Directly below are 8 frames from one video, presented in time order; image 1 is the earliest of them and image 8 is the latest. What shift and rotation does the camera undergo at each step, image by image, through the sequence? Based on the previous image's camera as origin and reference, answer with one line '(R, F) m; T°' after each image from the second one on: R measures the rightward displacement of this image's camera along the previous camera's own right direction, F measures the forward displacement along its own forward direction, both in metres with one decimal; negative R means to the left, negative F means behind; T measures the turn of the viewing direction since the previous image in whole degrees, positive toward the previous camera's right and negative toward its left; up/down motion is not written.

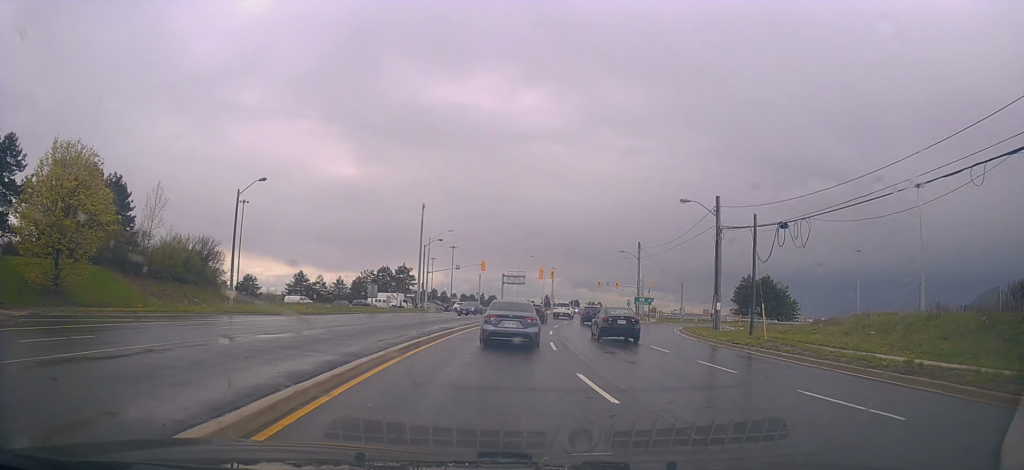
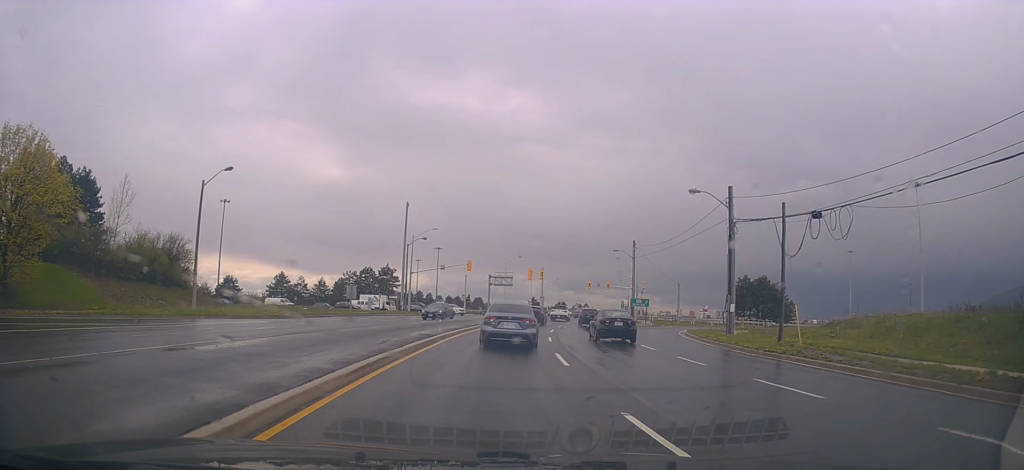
(0.0, +4.2) m; 0°
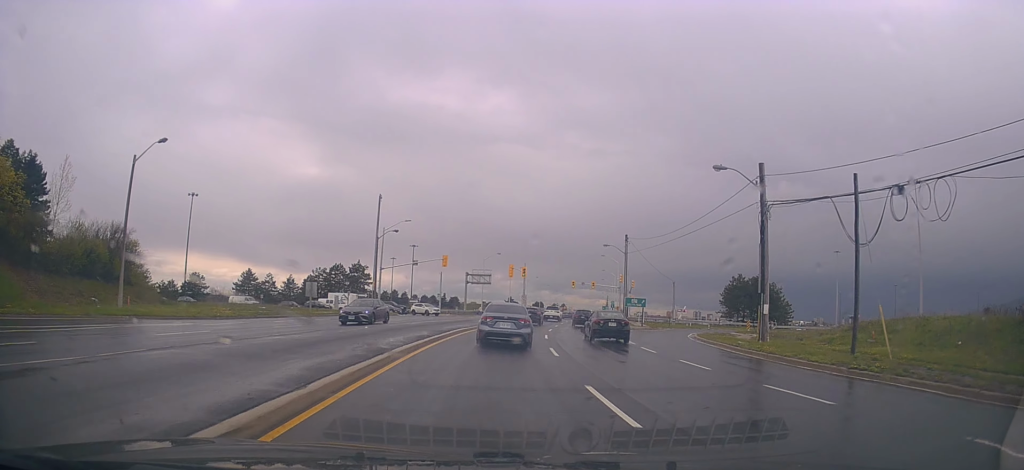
(0.0, +6.8) m; 0°
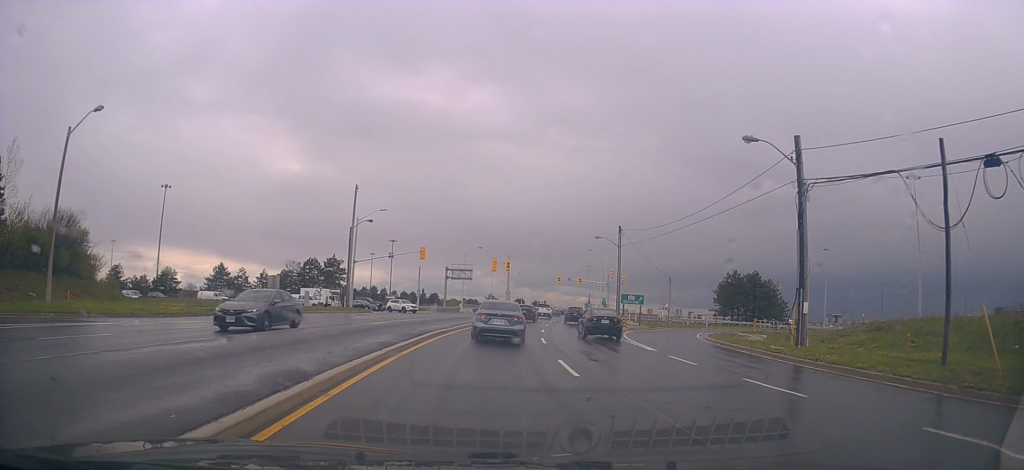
(0.0, +5.5) m; +3°
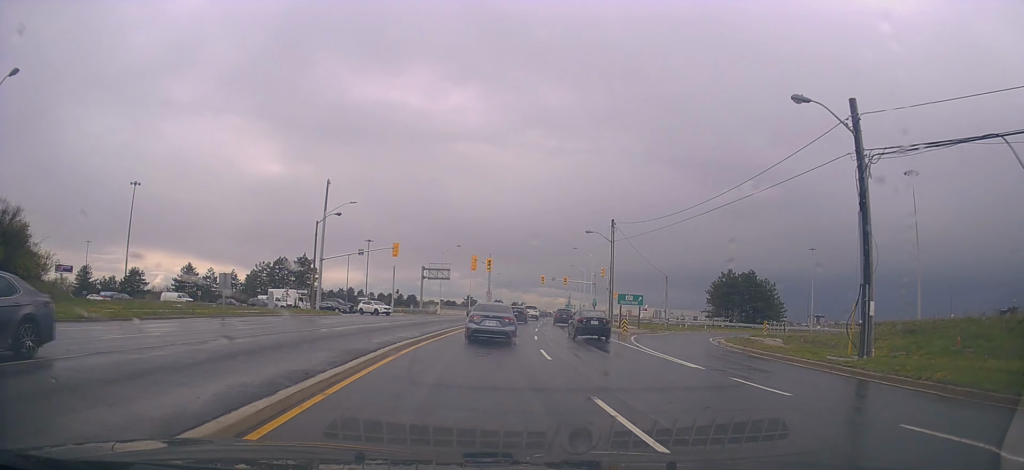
(-0.3, +5.9) m; +4°
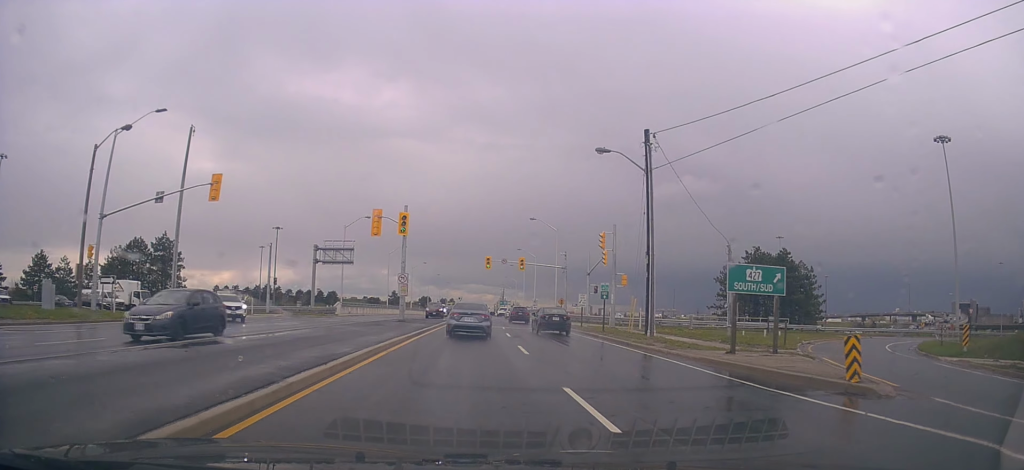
(+3.2, +29.6) m; +6°
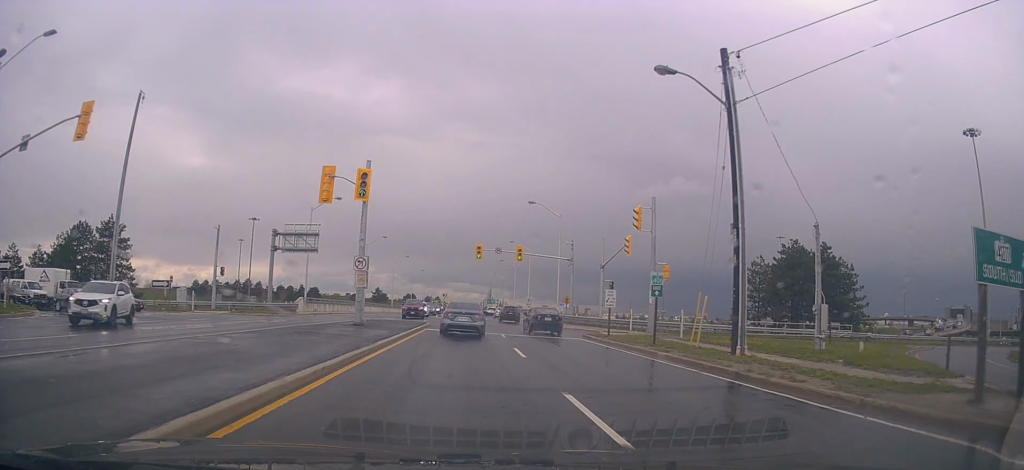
(+0.1, +10.5) m; 0°
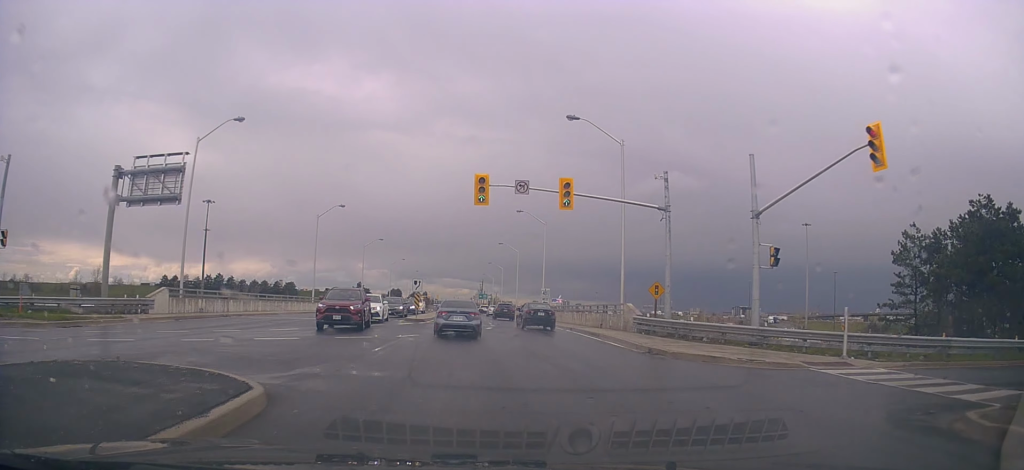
(0.0, +25.6) m; +3°
